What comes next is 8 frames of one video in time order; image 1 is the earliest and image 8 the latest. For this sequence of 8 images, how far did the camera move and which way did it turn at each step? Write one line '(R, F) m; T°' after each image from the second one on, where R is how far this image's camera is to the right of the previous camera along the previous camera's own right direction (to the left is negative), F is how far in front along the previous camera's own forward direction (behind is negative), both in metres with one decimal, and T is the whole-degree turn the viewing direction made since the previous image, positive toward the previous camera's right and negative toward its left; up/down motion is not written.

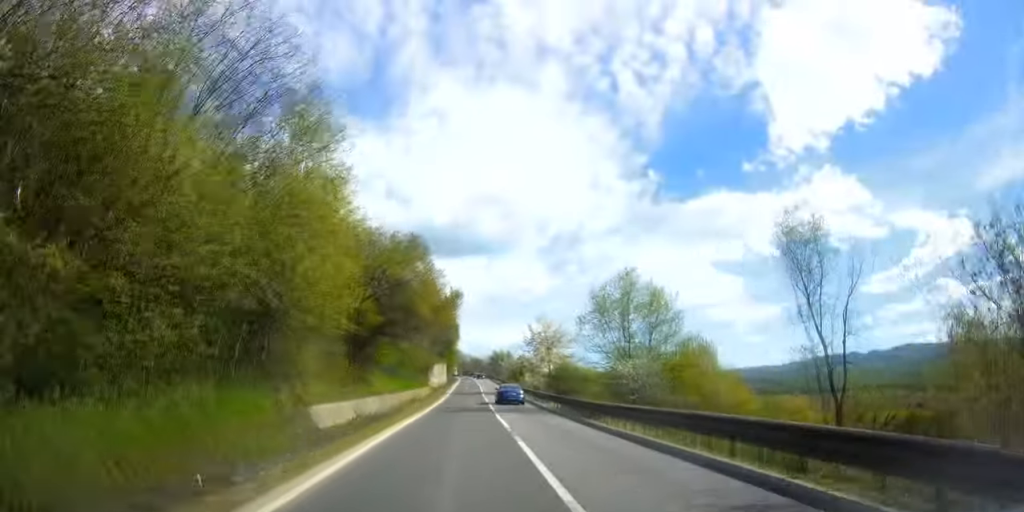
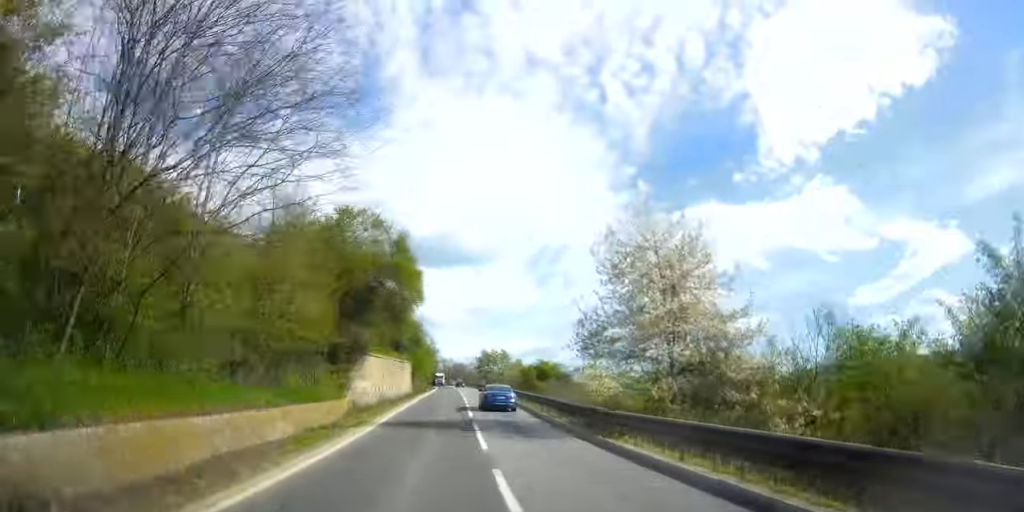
(+0.3, +37.1) m; +1°
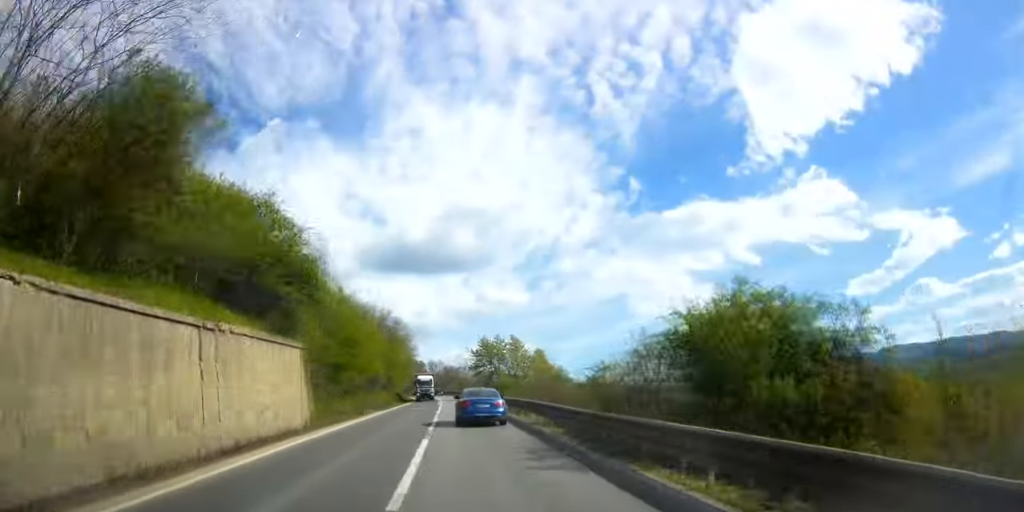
(+0.7, +44.0) m; +2°
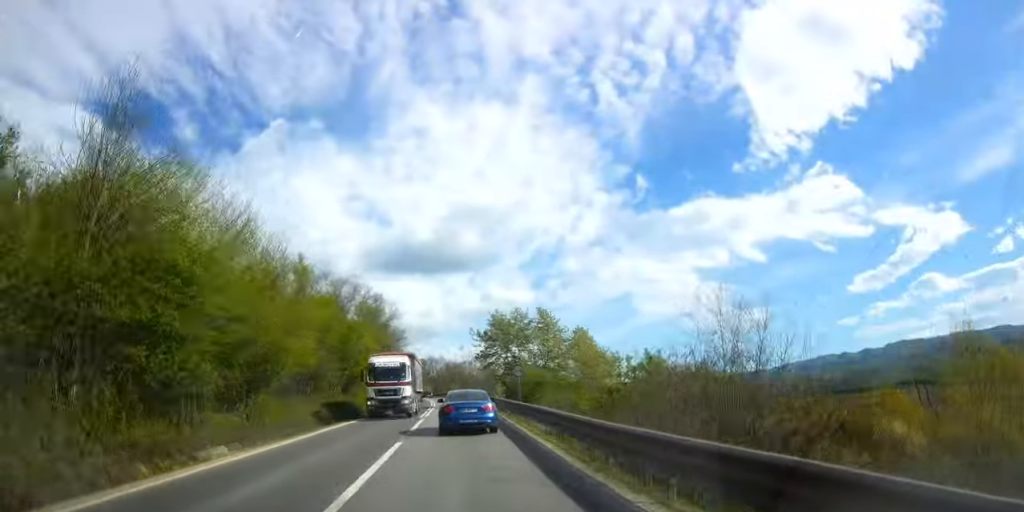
(+0.4, +27.0) m; 0°
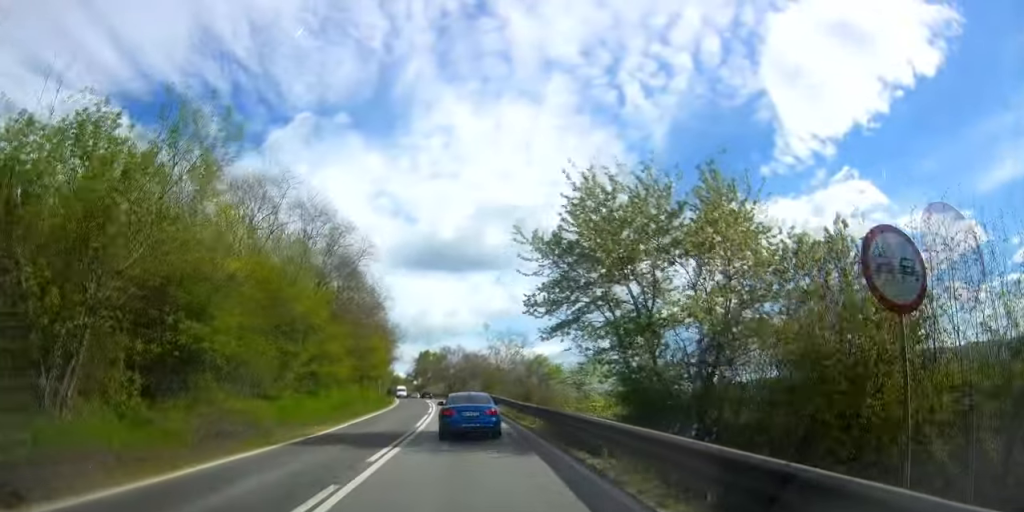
(-0.4, +35.6) m; -1°
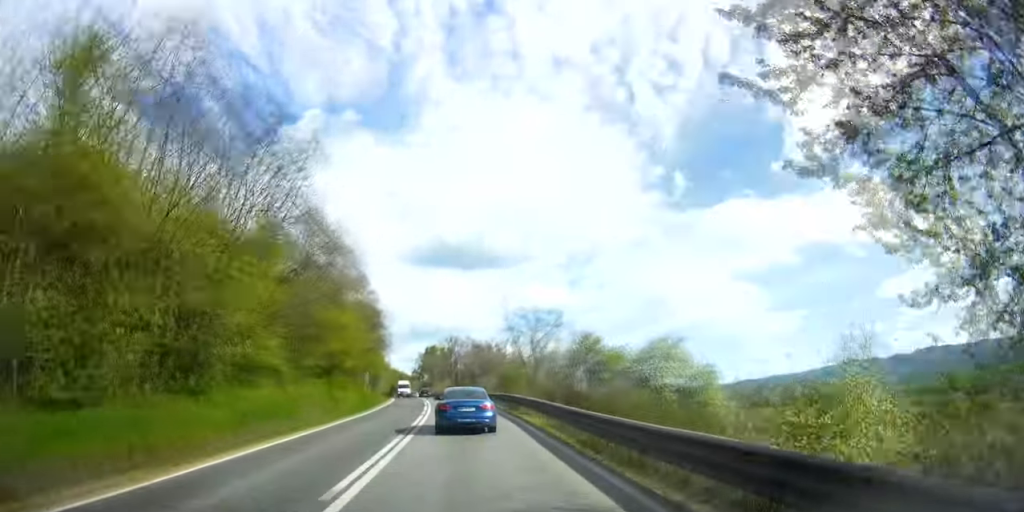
(0.0, +17.4) m; -1°
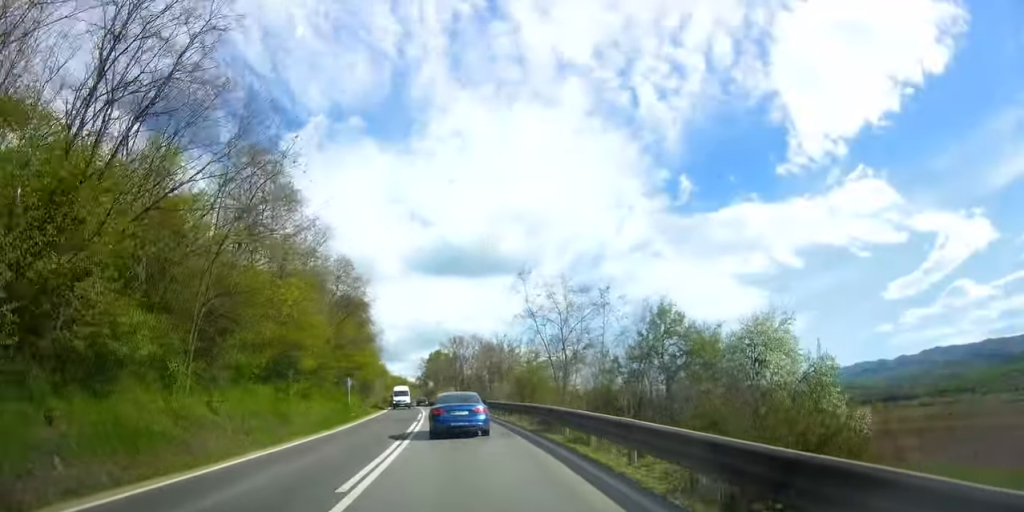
(-0.2, +12.3) m; 0°
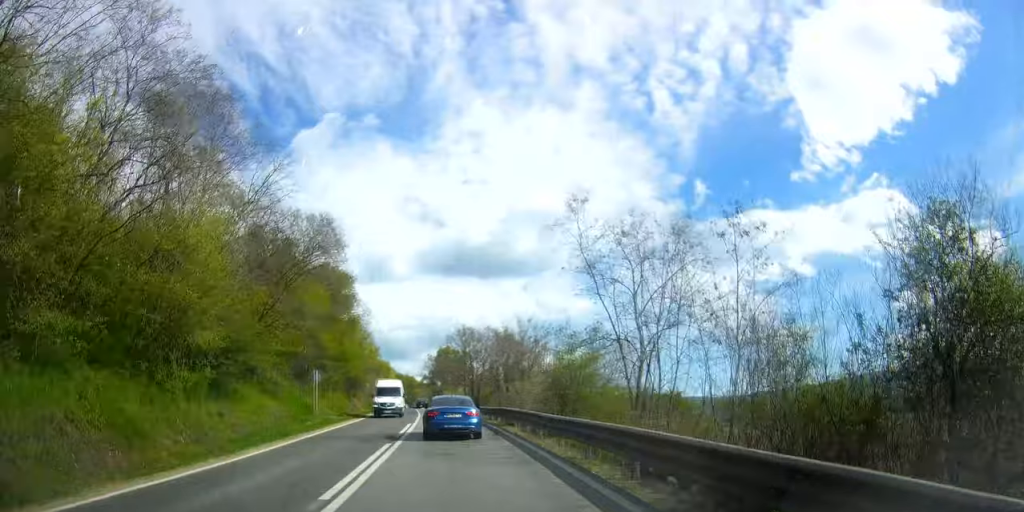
(-0.1, +13.9) m; -1°
